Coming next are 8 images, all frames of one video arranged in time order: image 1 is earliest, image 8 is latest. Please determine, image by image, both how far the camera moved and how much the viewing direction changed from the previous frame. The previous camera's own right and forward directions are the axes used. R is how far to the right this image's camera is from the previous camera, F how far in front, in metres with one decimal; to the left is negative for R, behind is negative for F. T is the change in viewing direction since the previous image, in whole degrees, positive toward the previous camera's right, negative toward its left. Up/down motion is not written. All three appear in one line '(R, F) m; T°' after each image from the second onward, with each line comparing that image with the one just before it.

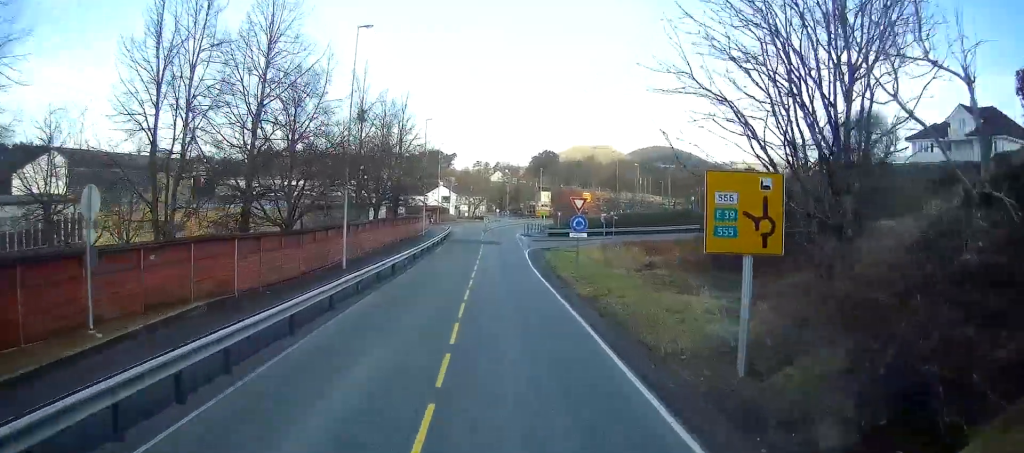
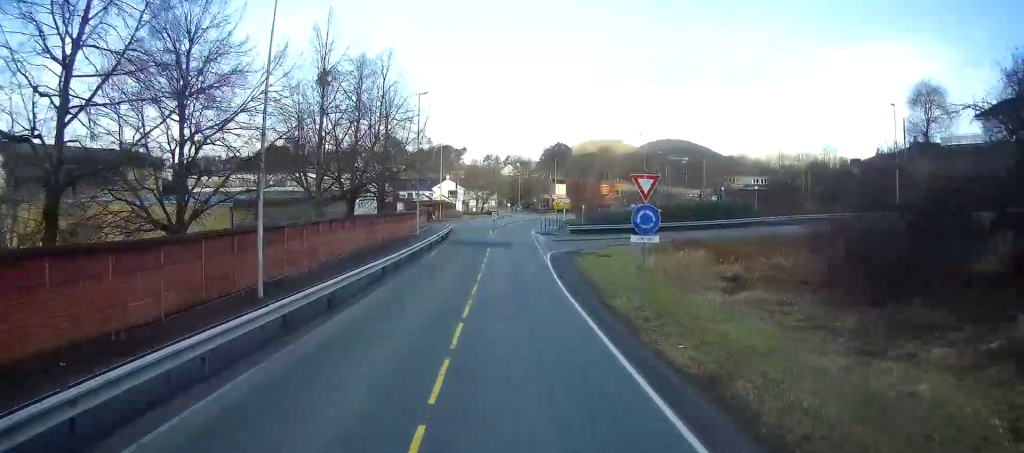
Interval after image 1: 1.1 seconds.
(-0.4, +13.3) m; -1°
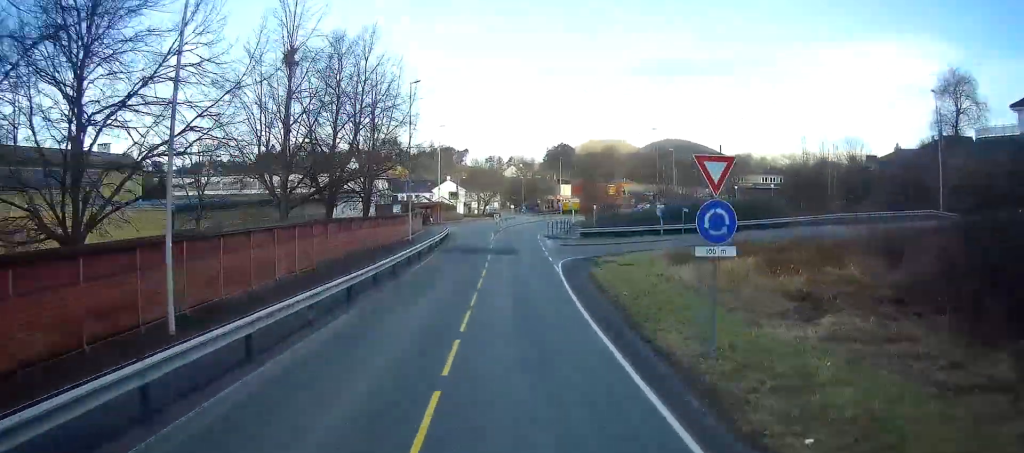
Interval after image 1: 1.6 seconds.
(0.0, +6.3) m; 0°
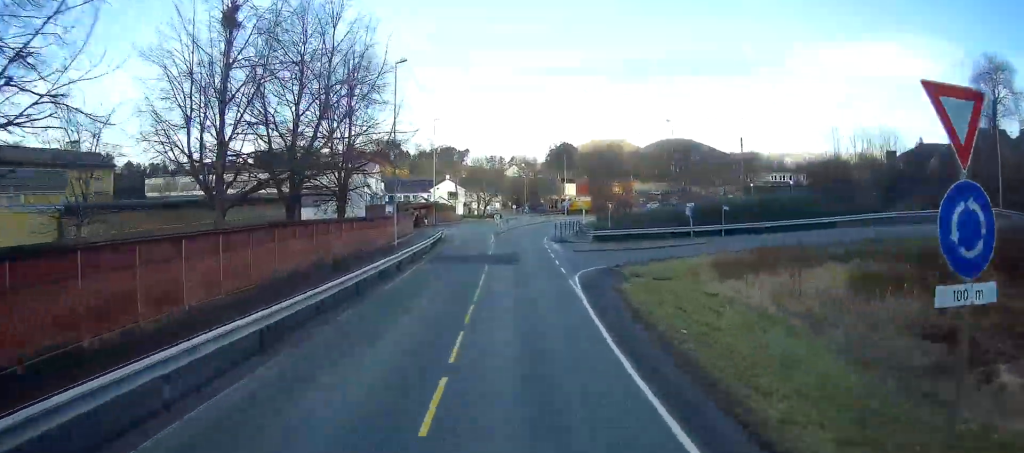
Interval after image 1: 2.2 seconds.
(+0.1, +7.5) m; +1°
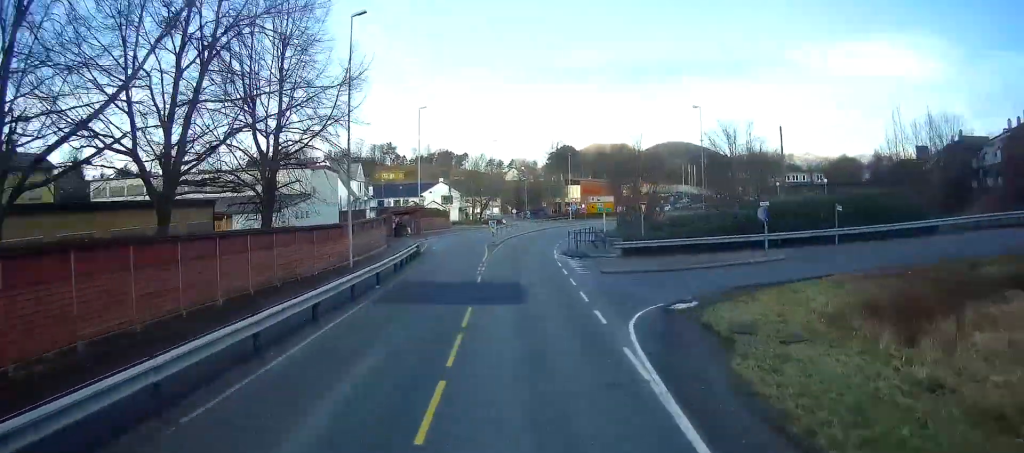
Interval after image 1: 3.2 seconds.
(+0.2, +12.3) m; +1°
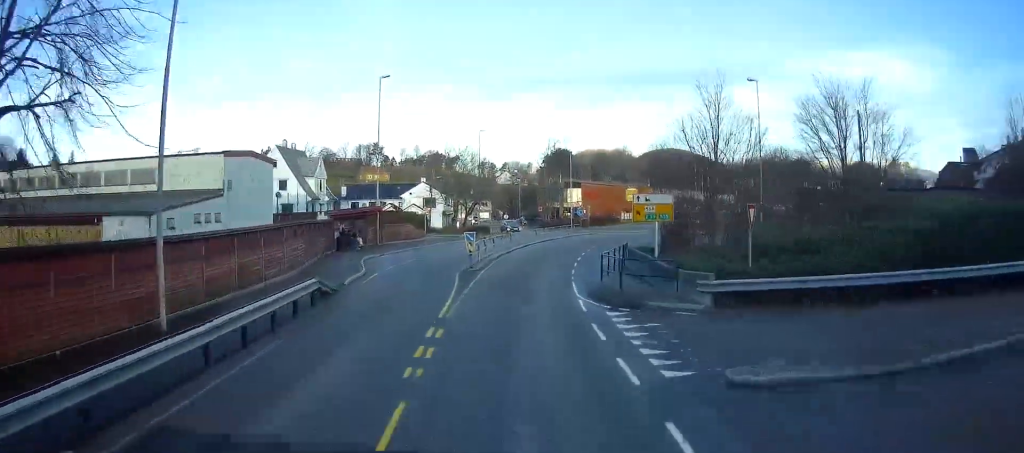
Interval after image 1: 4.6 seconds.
(+0.1, +17.3) m; 0°
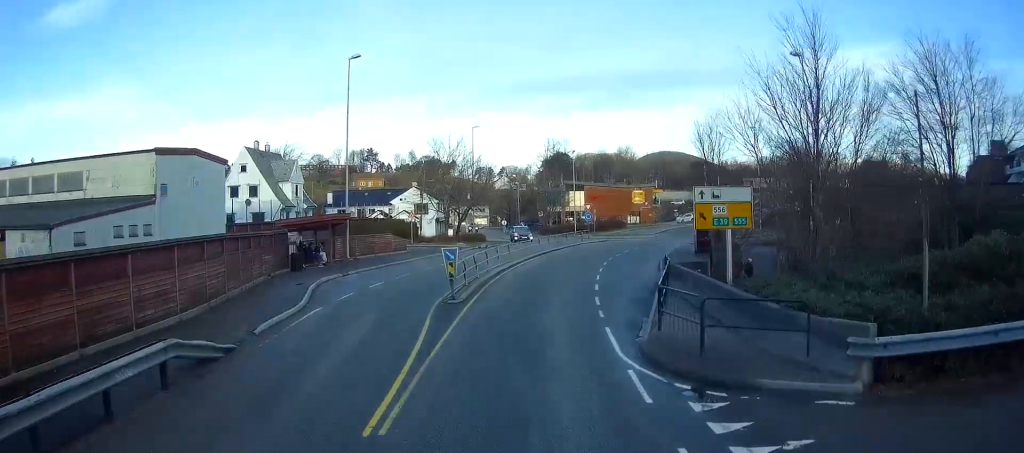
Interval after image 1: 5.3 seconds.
(0.0, +8.8) m; +1°
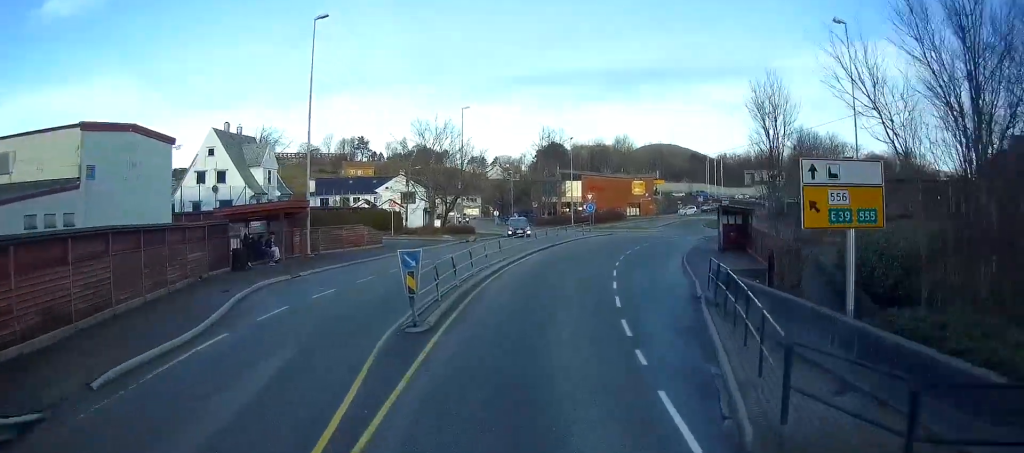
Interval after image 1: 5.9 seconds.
(+0.1, +6.6) m; +1°
